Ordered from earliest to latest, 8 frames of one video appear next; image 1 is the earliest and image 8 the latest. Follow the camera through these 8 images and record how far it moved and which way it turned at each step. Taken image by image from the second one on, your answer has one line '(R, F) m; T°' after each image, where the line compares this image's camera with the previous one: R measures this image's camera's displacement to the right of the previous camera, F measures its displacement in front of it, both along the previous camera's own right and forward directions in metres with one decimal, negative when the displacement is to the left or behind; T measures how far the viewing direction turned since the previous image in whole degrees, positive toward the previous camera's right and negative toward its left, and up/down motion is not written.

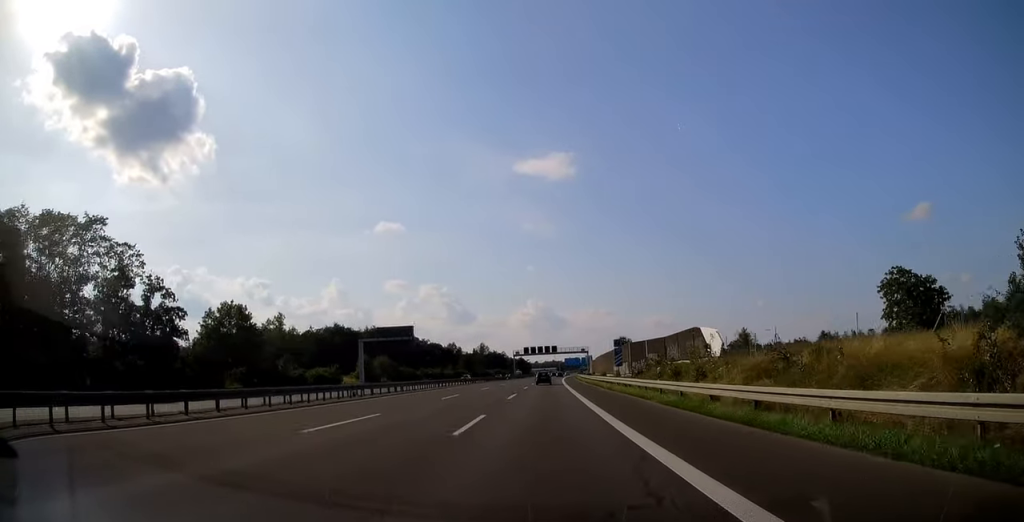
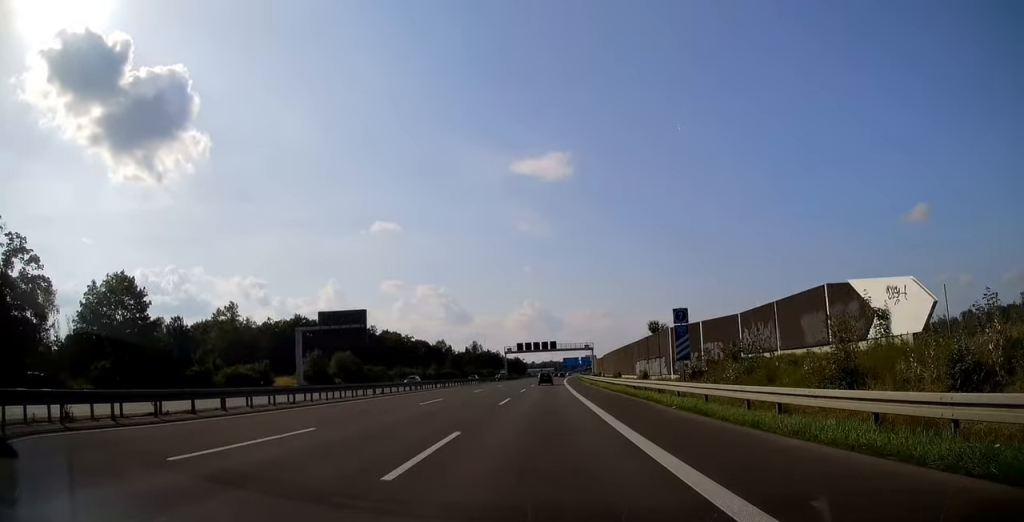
(0.0, +23.2) m; 0°
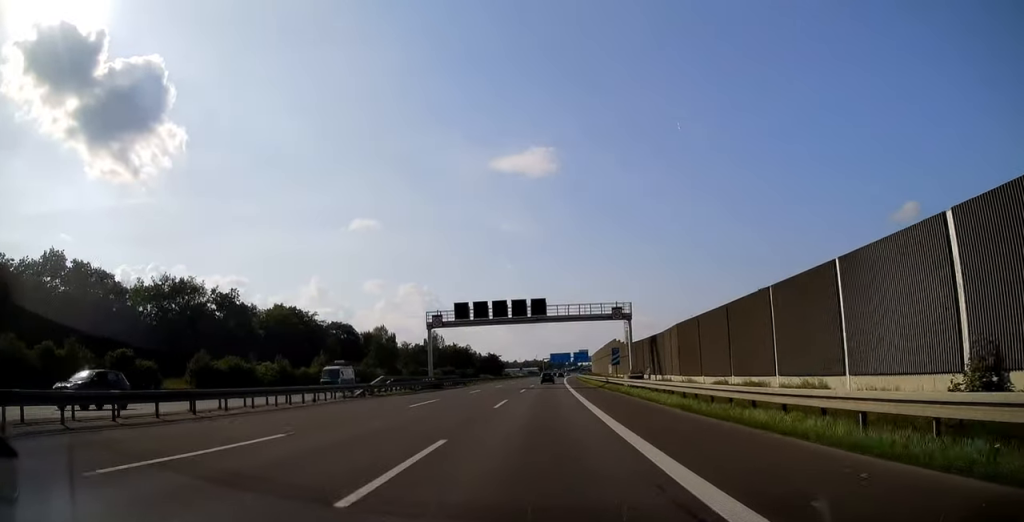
(+1.0, +73.3) m; +2°
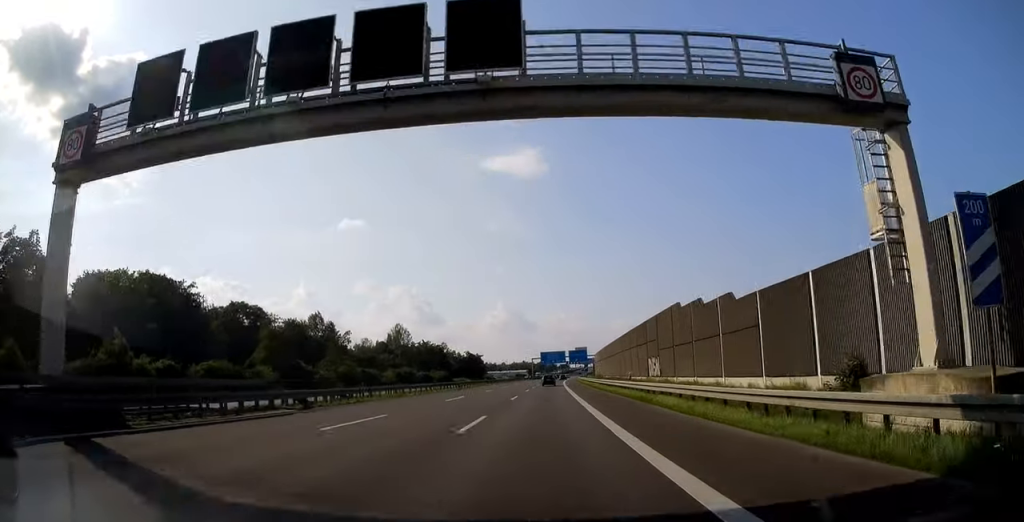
(+0.2, +45.5) m; +1°
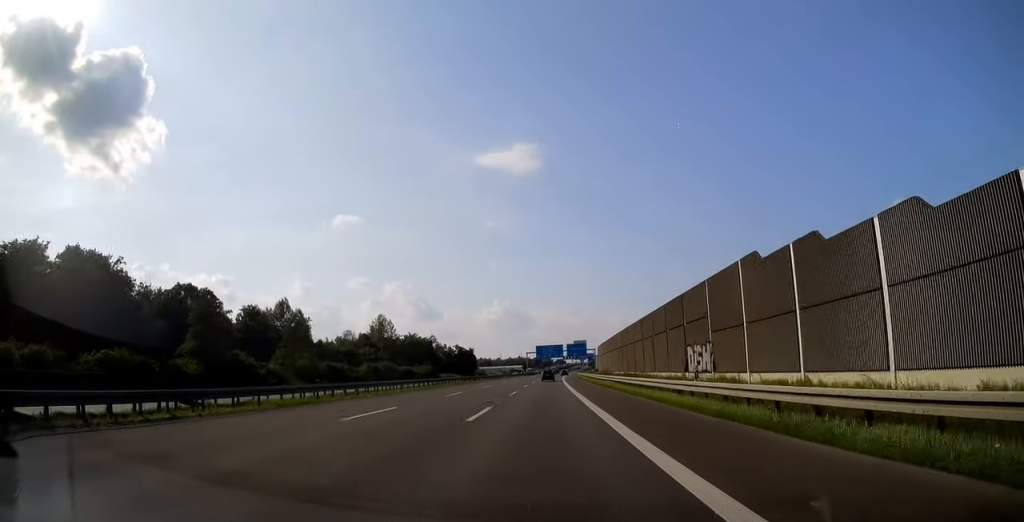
(+0.1, +15.7) m; 0°
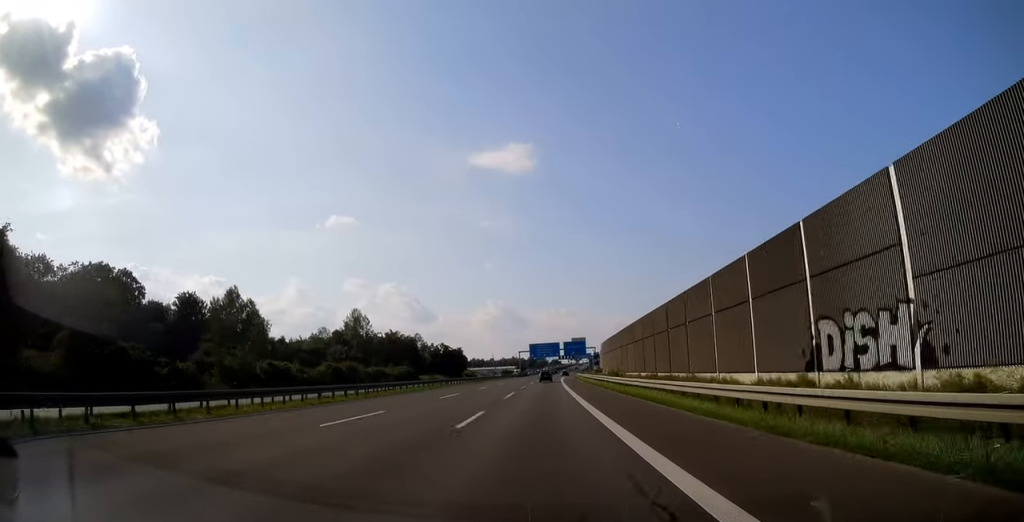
(+0.1, +19.6) m; +1°
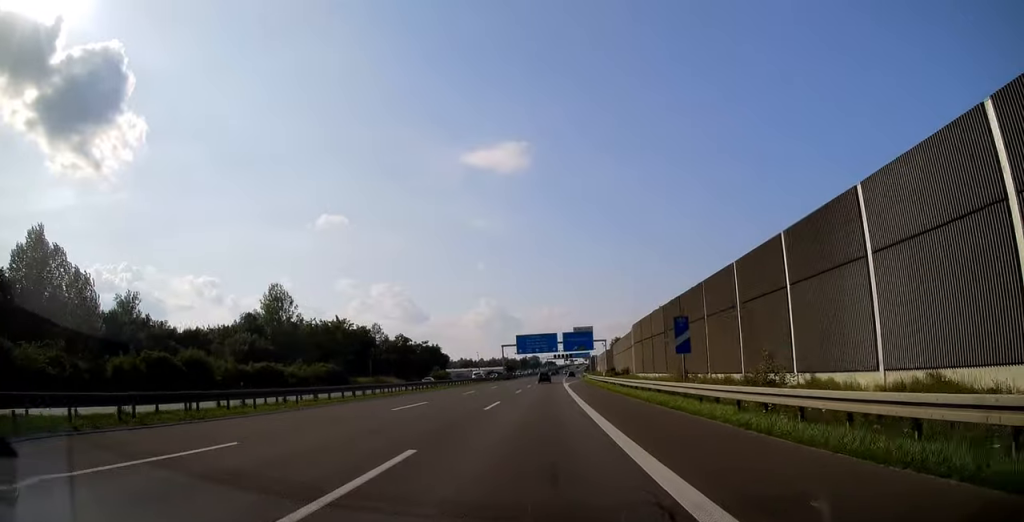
(+0.5, +46.1) m; +1°
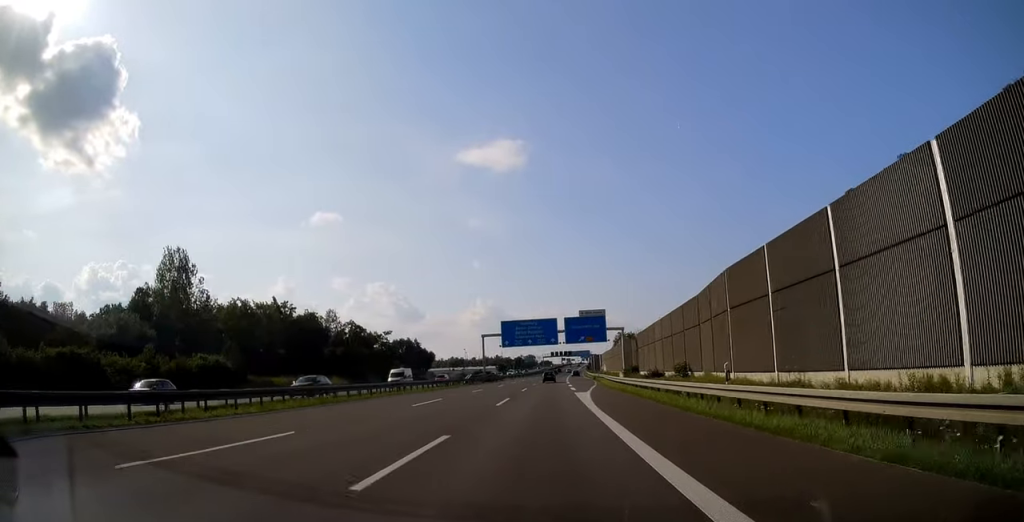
(+0.1, +33.7) m; 0°
